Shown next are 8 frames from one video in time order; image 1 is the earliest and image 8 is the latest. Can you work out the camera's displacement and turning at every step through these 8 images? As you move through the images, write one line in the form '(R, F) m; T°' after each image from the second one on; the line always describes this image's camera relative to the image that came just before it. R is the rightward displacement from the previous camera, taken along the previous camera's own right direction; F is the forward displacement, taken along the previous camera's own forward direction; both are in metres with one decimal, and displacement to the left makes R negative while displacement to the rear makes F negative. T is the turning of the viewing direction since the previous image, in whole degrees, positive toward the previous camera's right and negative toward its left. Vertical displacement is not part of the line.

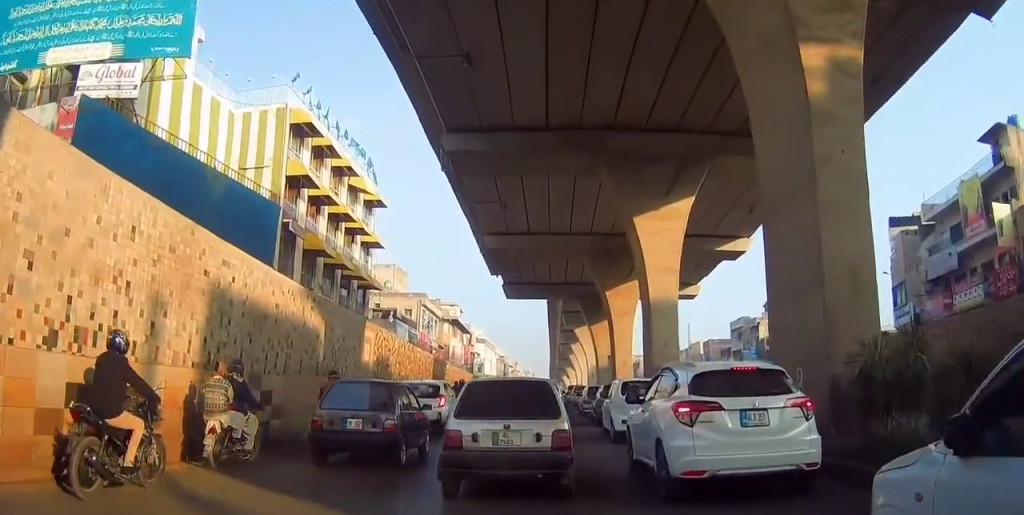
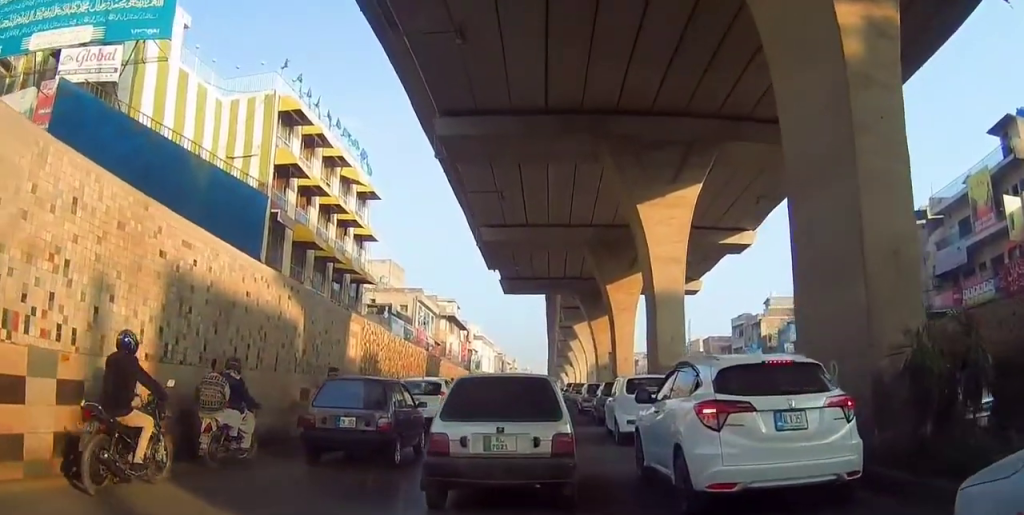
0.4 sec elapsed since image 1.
(0.0, +1.0) m; -1°
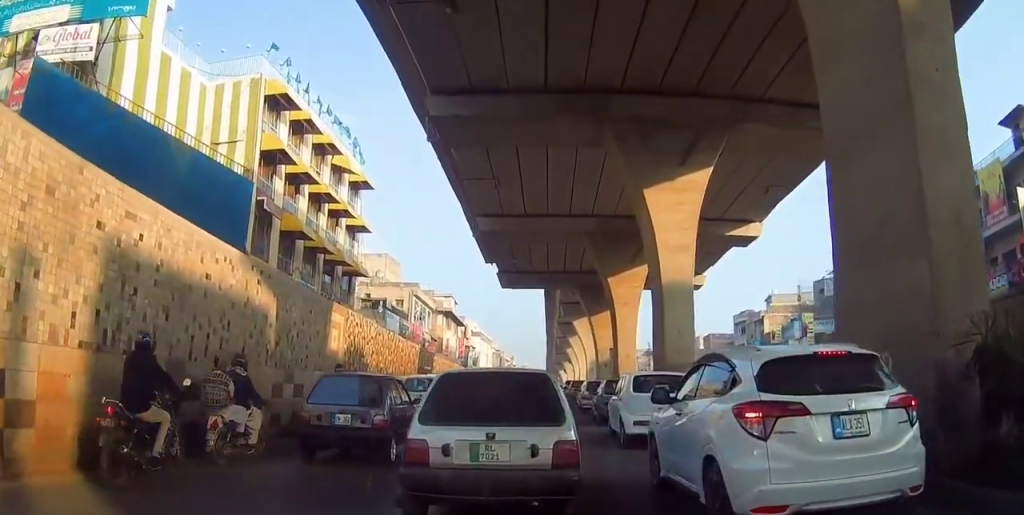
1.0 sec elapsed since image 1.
(-0.1, +1.2) m; -4°
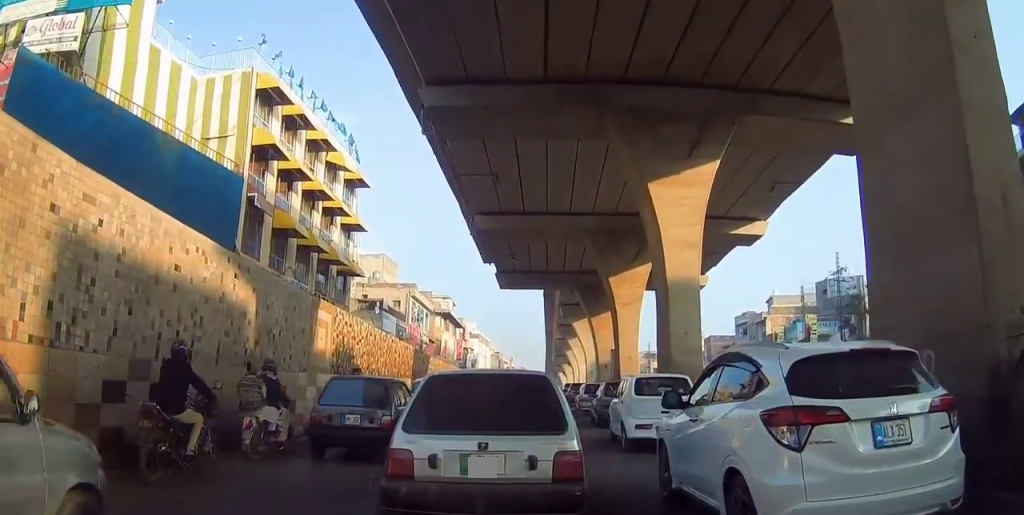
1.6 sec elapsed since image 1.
(0.0, +0.7) m; -1°
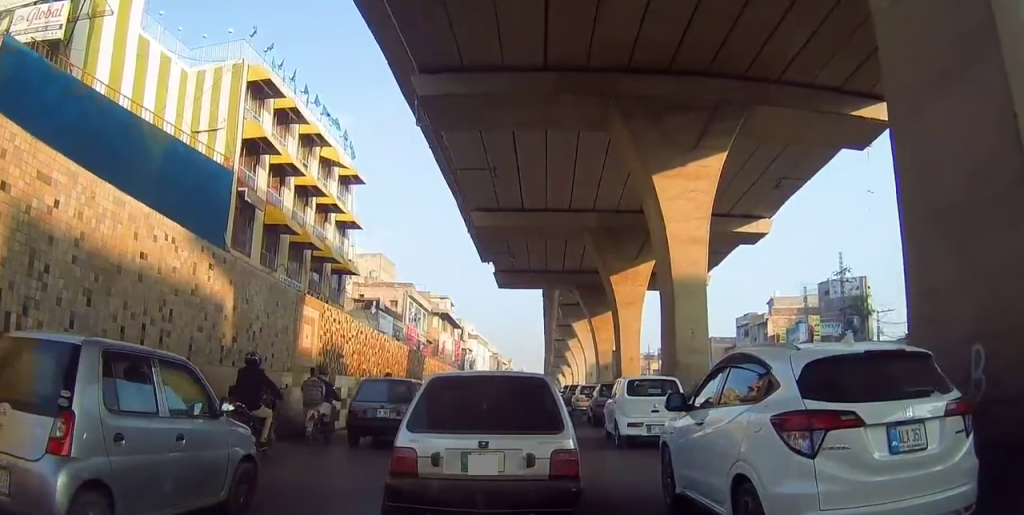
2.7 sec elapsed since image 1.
(0.0, +0.9) m; 0°
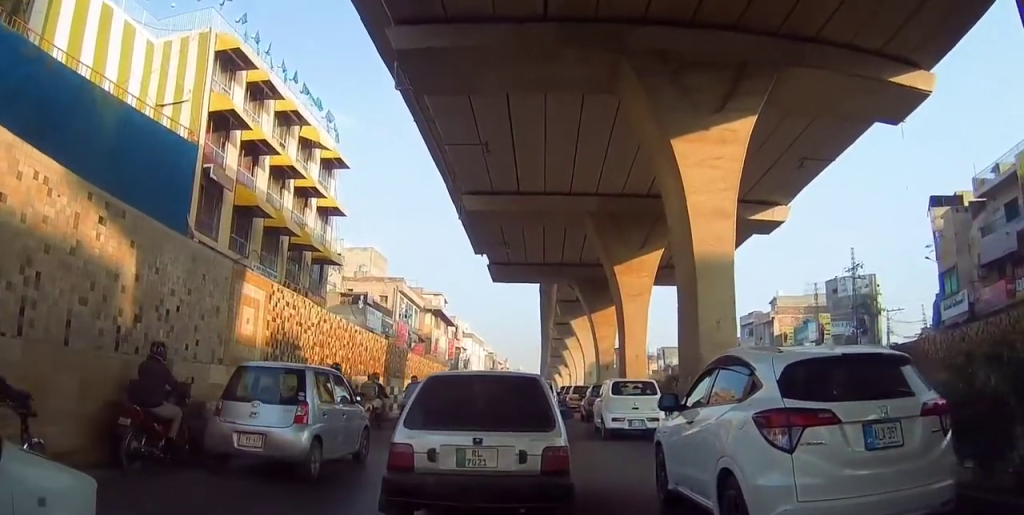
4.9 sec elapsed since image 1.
(-0.2, +3.4) m; -3°
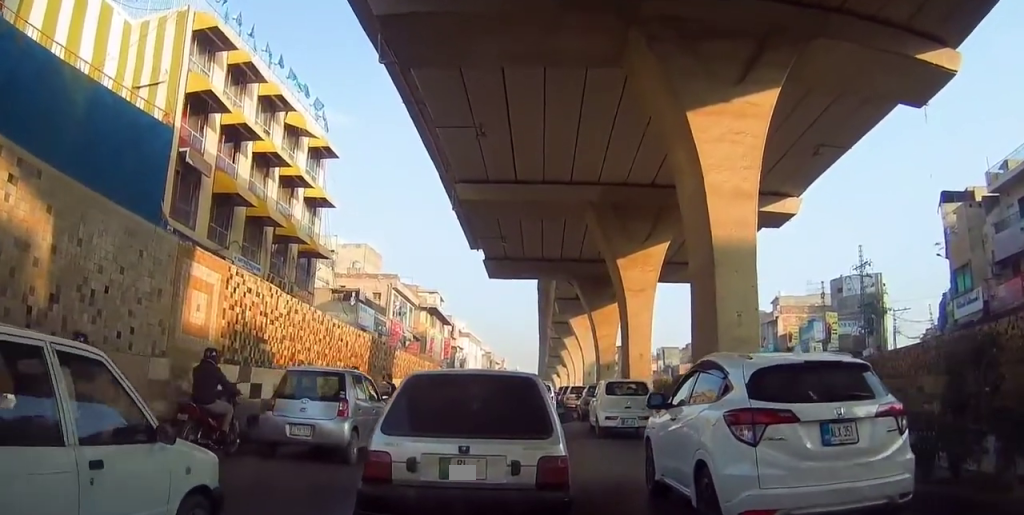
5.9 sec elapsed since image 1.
(0.0, +1.6) m; 0°
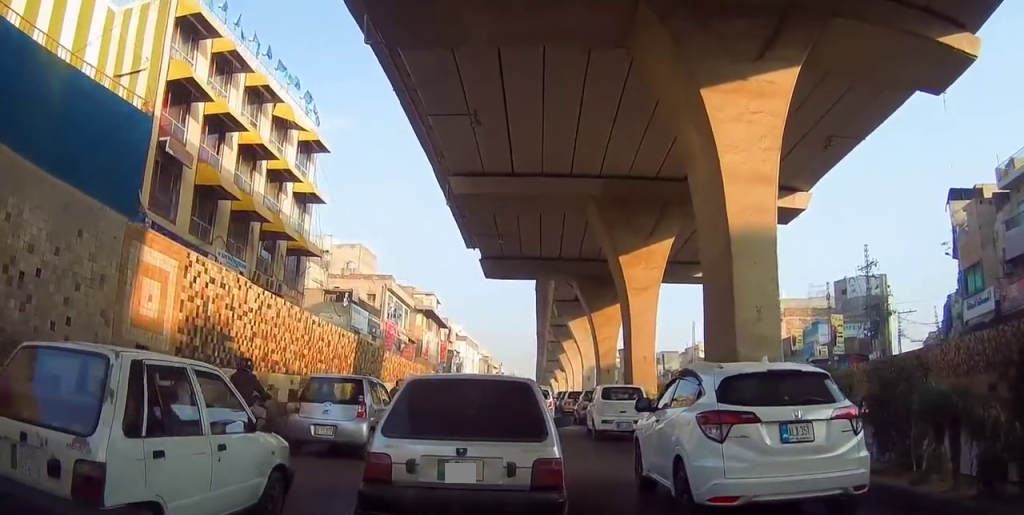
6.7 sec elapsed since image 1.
(0.0, +1.5) m; 0°
